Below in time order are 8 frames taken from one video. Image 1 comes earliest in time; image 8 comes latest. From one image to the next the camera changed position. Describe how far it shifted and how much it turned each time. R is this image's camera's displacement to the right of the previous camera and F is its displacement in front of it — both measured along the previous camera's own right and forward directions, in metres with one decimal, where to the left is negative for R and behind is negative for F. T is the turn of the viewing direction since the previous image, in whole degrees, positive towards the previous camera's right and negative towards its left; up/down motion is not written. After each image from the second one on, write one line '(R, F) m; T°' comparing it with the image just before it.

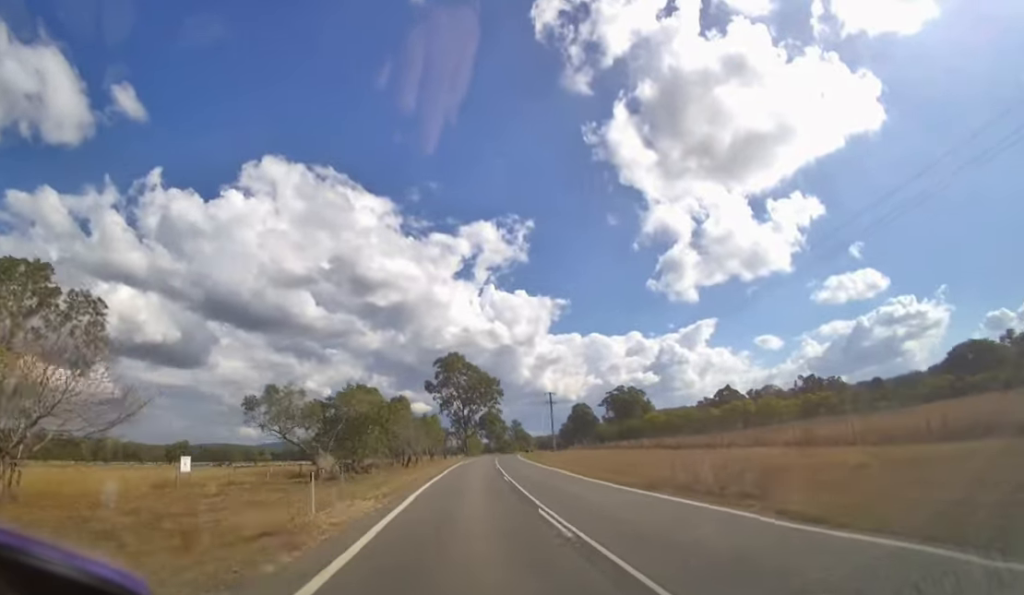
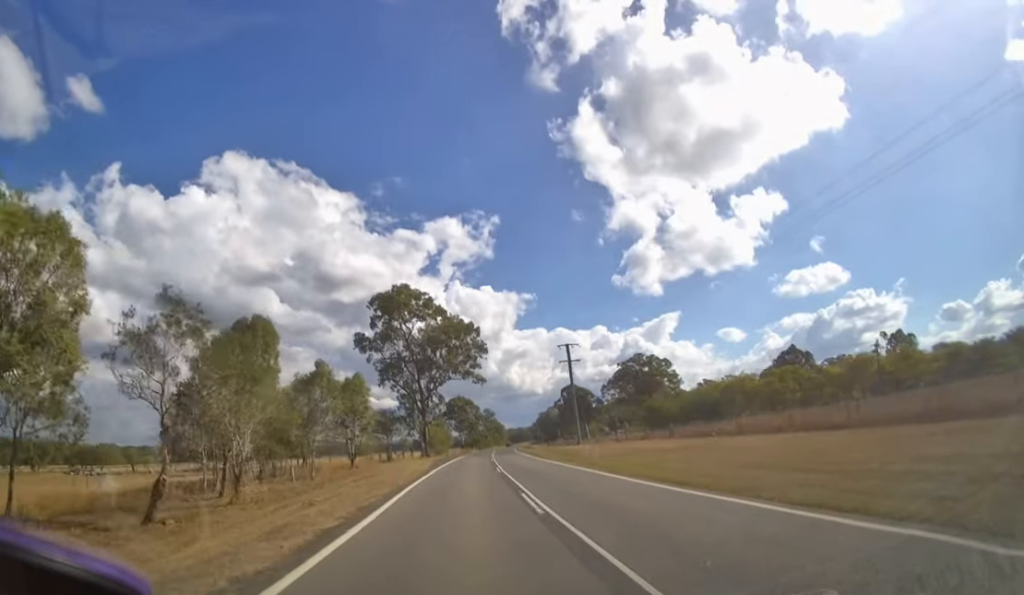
(+1.4, +39.4) m; +4°
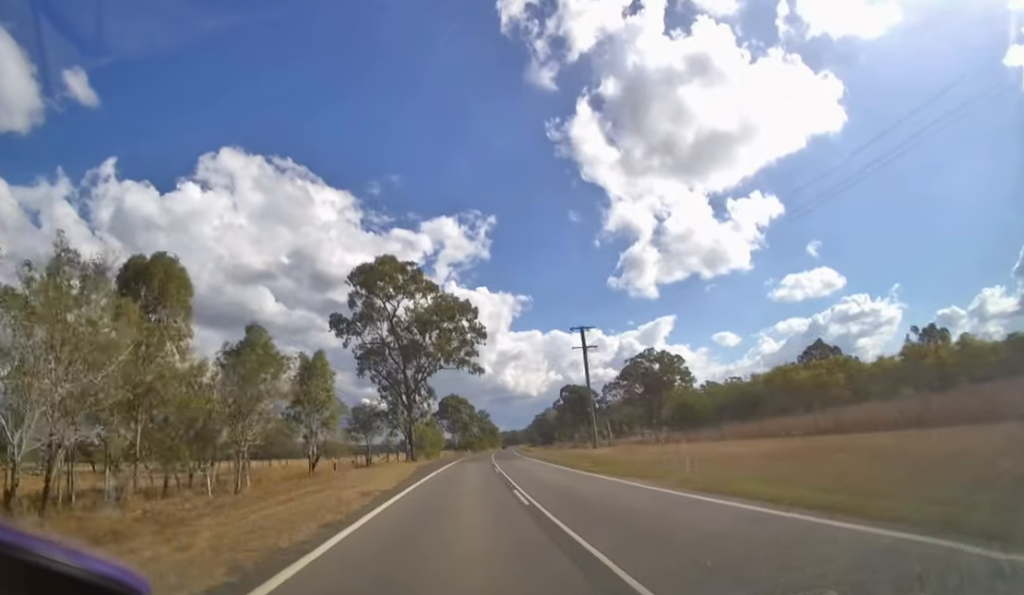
(+0.1, +8.5) m; +1°
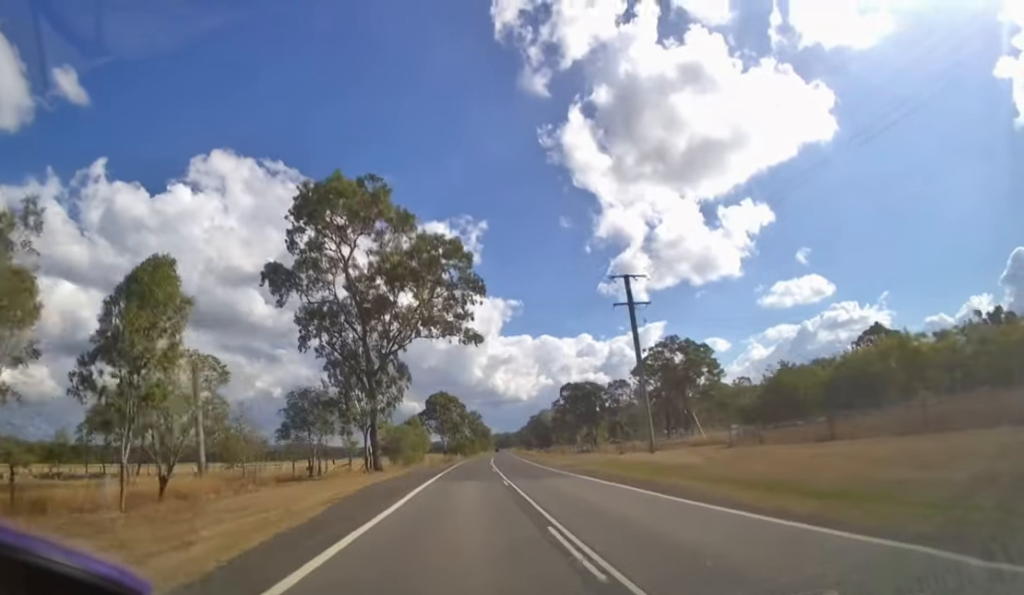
(+0.1, +14.1) m; +1°
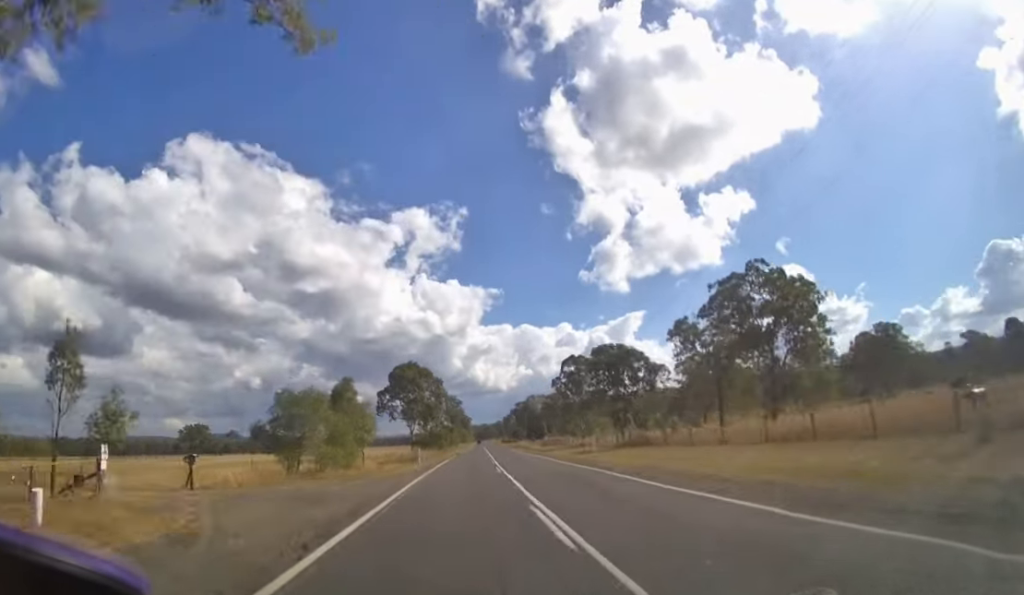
(+0.7, +31.8) m; +2°
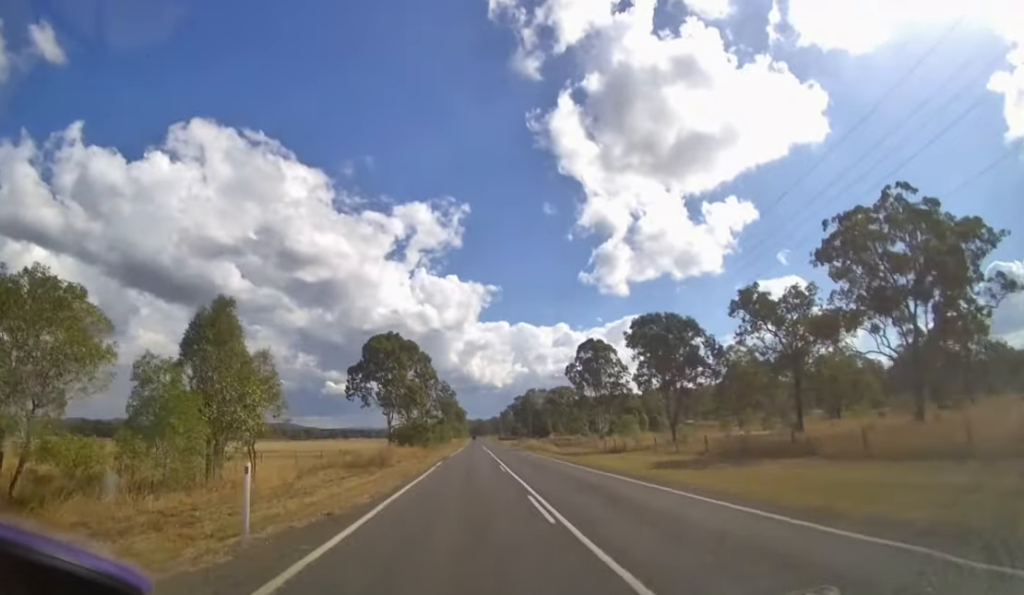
(+0.2, +22.4) m; +1°
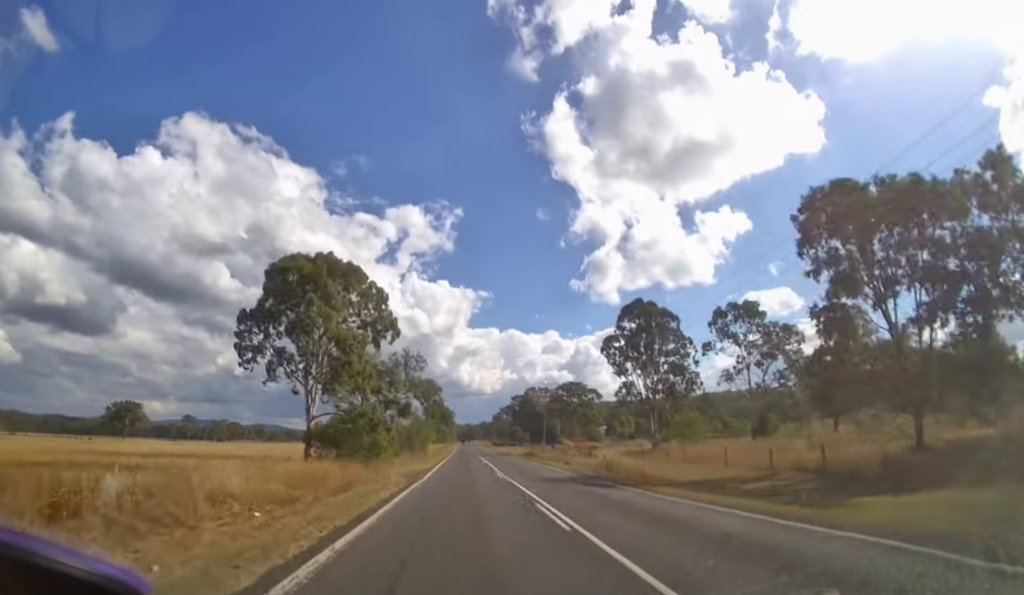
(+0.5, +39.2) m; +1°
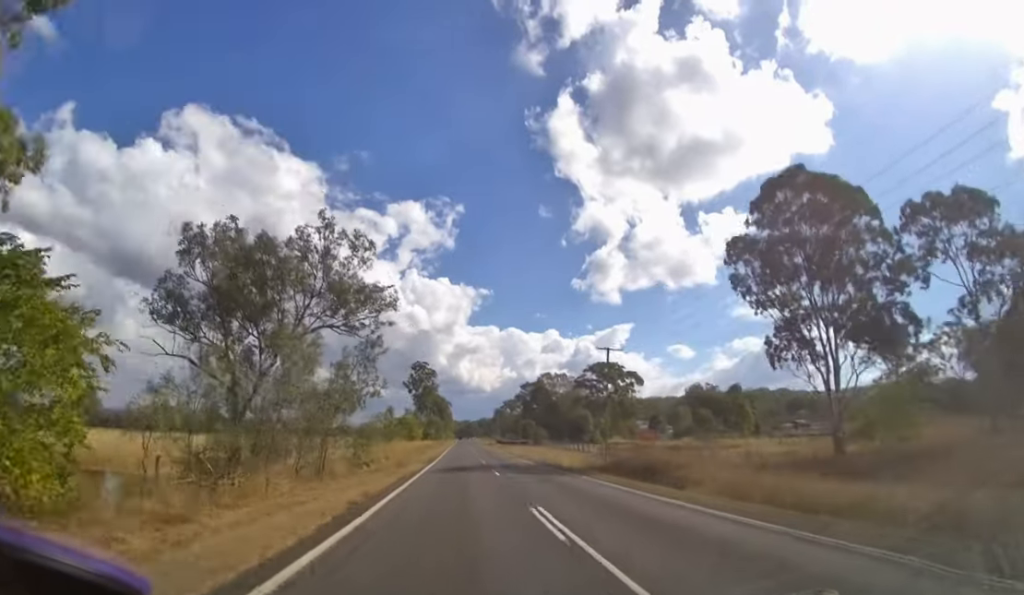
(+0.4, +44.6) m; +1°
